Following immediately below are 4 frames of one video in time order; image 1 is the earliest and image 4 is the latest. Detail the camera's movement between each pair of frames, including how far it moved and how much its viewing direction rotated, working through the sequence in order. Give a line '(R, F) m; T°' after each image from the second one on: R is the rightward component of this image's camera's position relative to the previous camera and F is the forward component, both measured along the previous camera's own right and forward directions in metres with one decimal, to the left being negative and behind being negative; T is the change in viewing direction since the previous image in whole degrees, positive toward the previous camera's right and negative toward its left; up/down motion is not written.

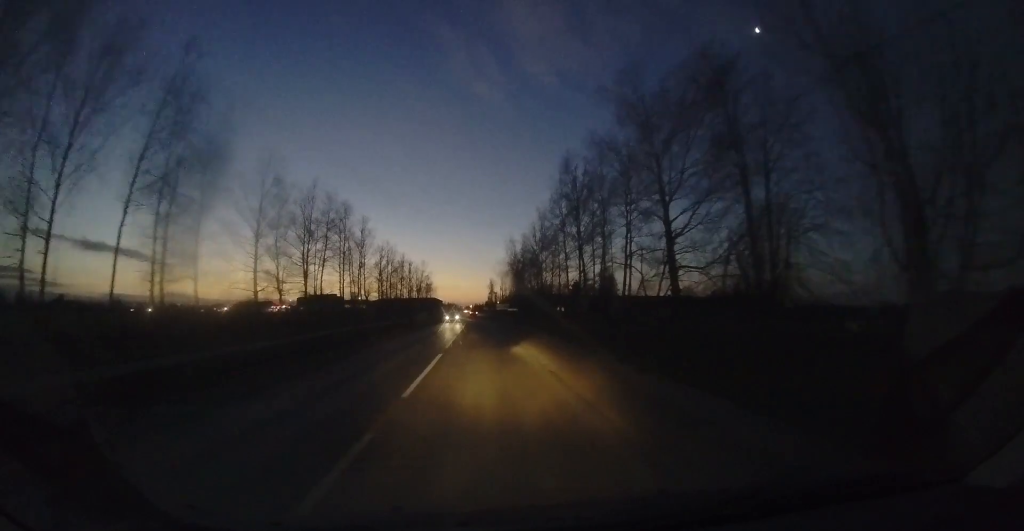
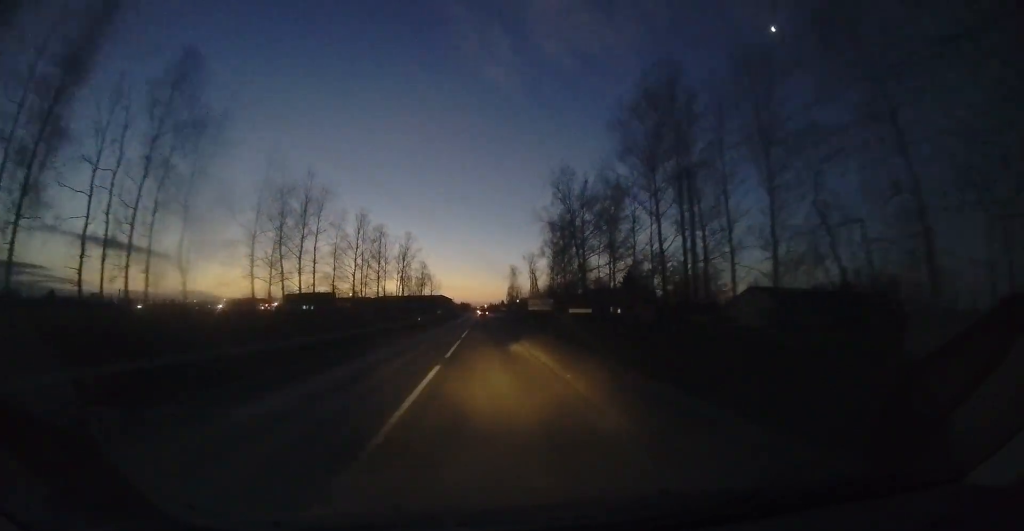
(-1.0, +41.7) m; -2°
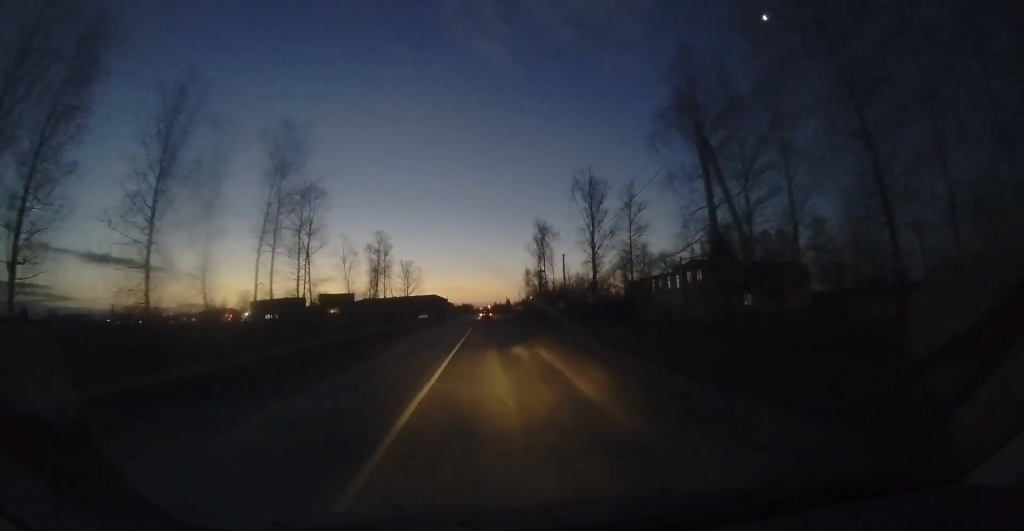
(+0.5, +44.6) m; +2°
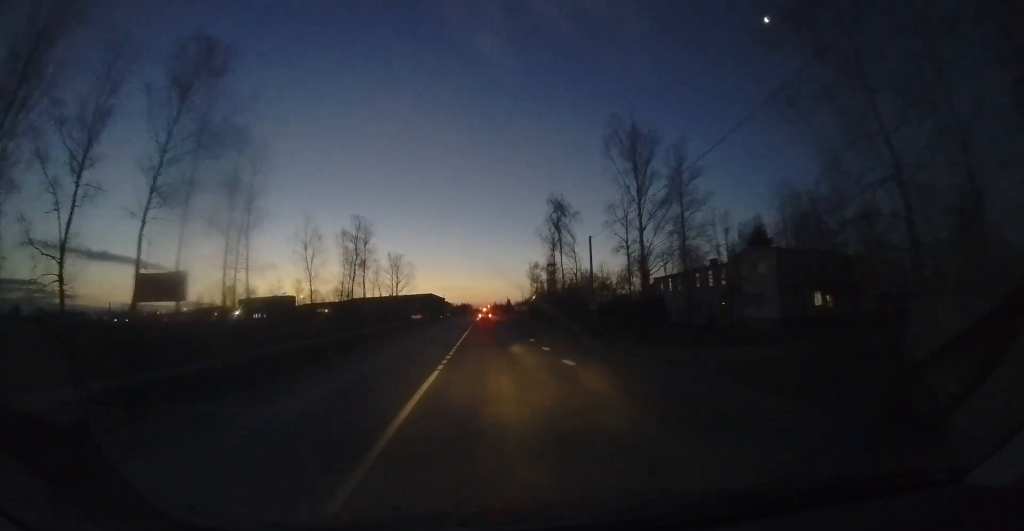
(0.0, +10.5) m; 0°
